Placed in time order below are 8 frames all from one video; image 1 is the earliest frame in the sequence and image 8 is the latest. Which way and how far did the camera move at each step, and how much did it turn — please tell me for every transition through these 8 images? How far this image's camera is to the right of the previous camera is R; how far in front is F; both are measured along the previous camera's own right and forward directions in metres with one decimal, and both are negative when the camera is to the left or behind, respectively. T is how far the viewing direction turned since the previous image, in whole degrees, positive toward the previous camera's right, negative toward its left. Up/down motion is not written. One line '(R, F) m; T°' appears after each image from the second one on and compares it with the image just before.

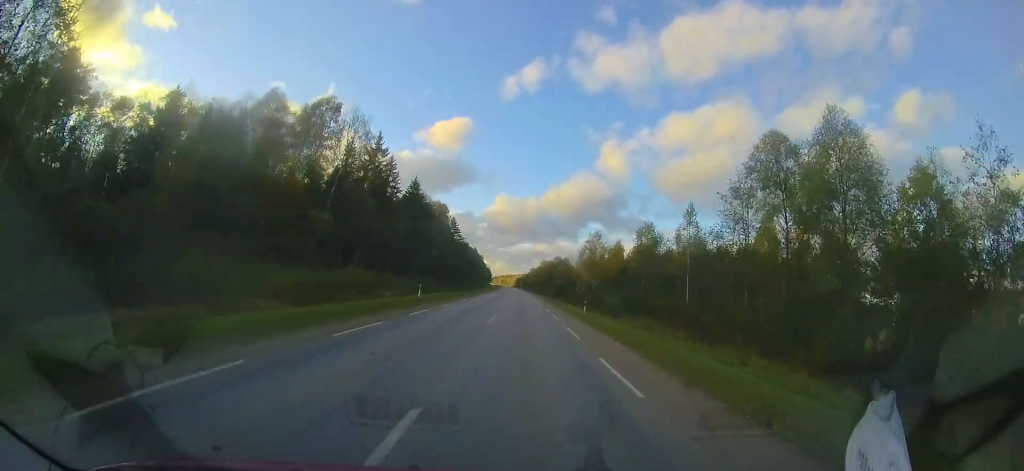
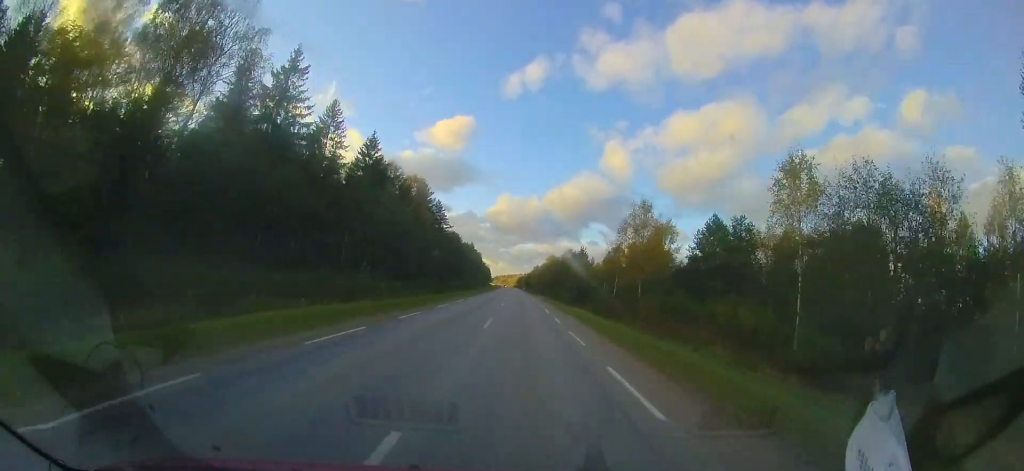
(-0.1, +24.7) m; 0°
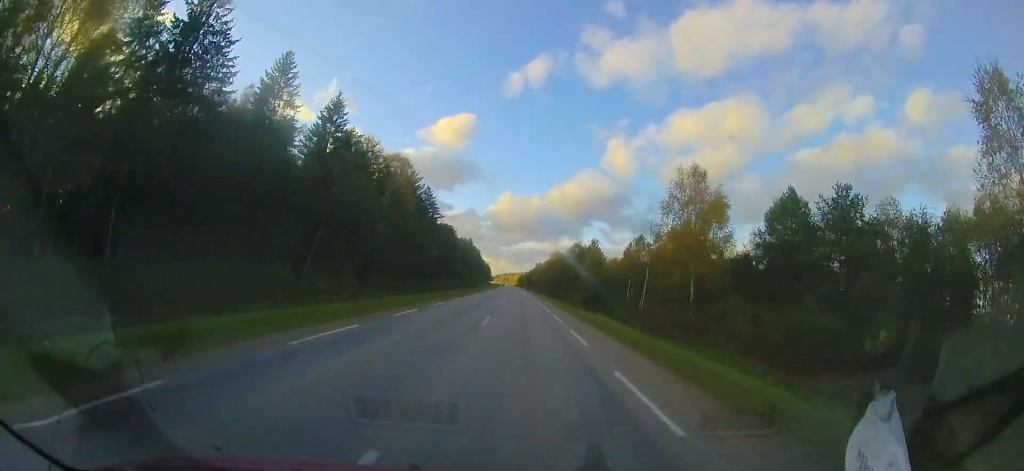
(+0.1, +12.4) m; 0°
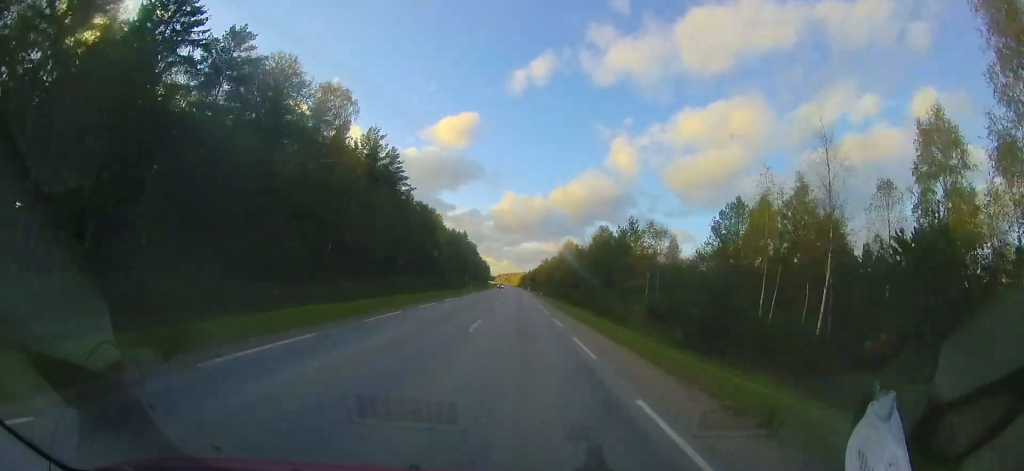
(0.0, +25.3) m; -1°
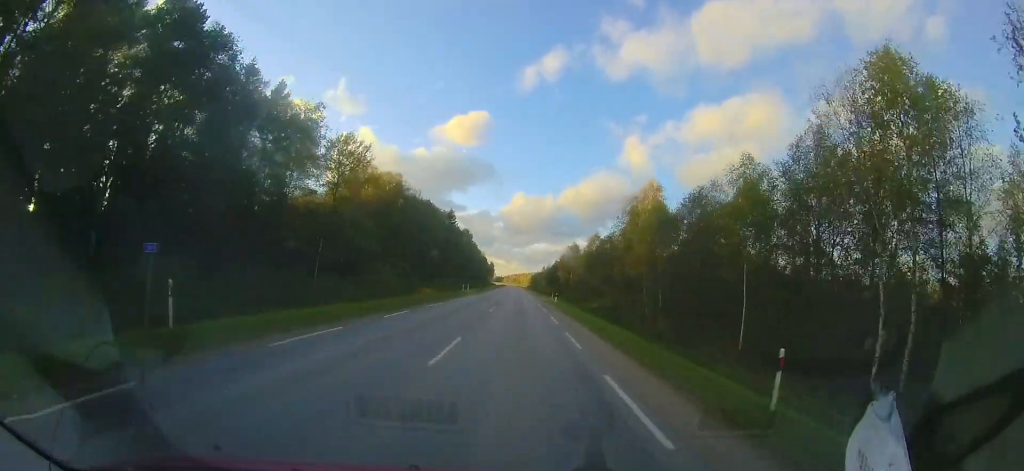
(-0.3, +51.9) m; 0°
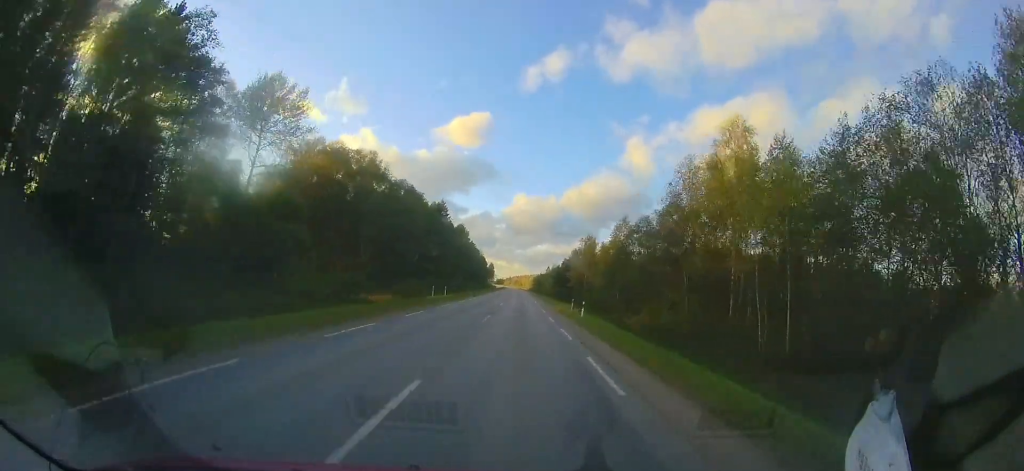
(+0.1, +16.3) m; 0°
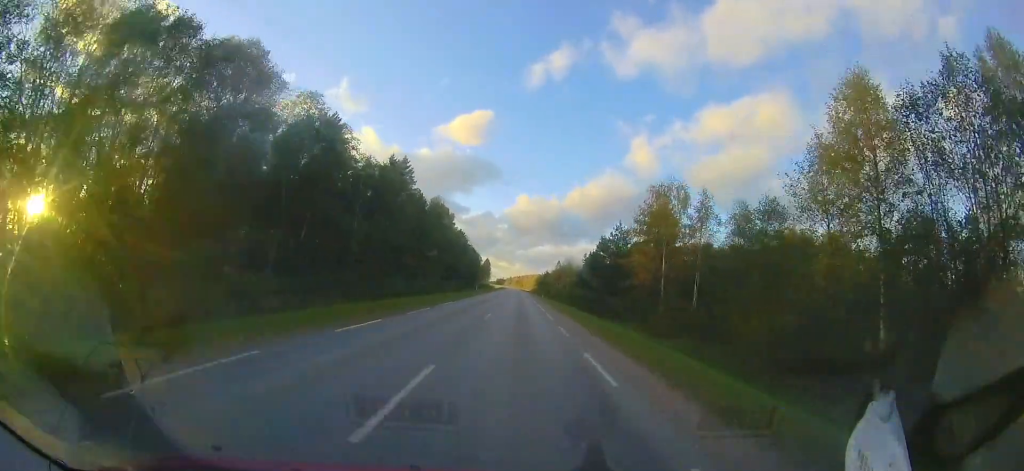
(-0.1, +34.7) m; -2°
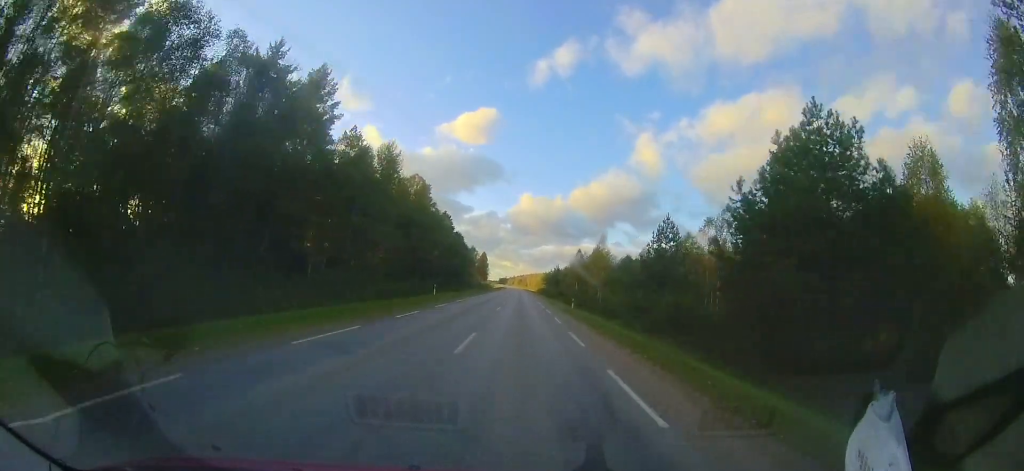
(-0.8, +31.7) m; -1°
